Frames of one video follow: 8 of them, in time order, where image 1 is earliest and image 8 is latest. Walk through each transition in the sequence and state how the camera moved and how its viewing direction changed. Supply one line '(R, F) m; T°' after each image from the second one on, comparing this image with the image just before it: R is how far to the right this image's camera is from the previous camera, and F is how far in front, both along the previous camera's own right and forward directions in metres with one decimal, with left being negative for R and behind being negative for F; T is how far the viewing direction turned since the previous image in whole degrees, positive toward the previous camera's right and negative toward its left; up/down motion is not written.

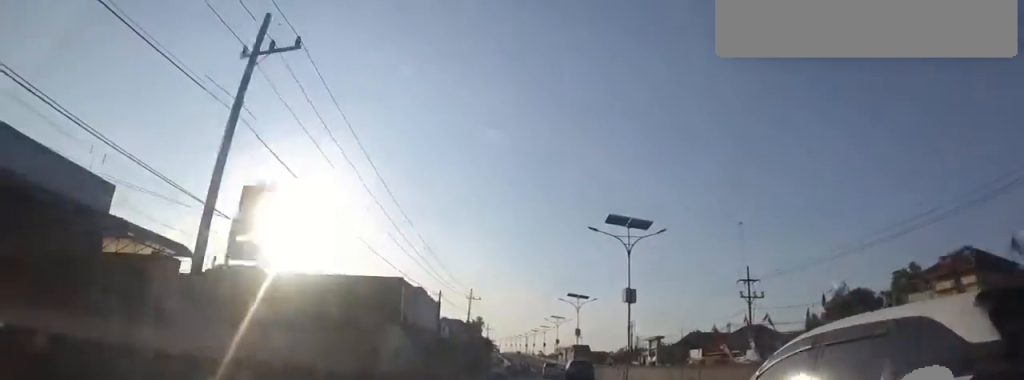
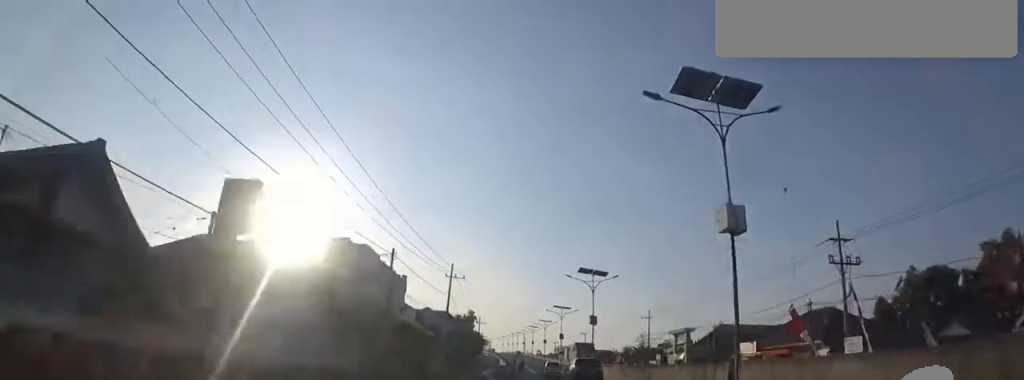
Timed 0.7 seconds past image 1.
(+0.7, +14.8) m; +2°
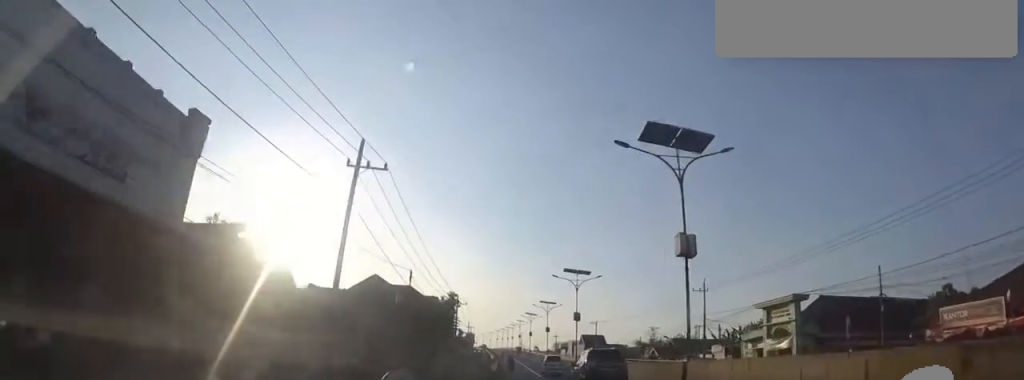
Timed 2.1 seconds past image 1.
(+0.4, +25.9) m; -2°
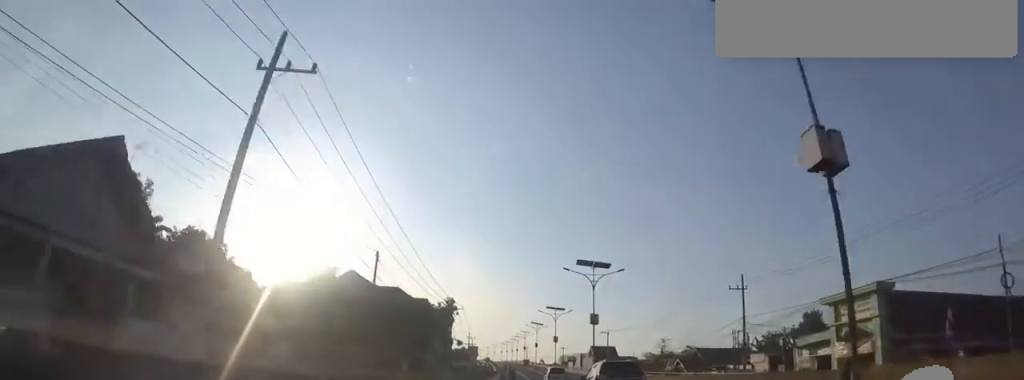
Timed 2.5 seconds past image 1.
(-0.5, +8.6) m; -2°
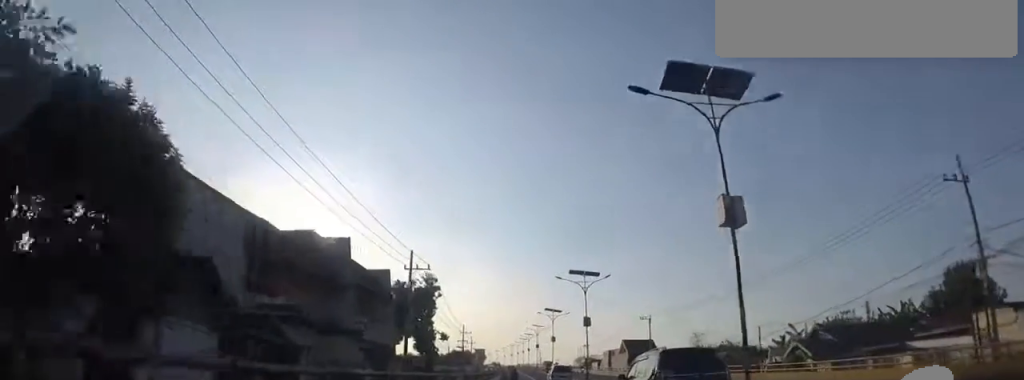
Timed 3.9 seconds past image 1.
(-1.0, +25.1) m; -2°
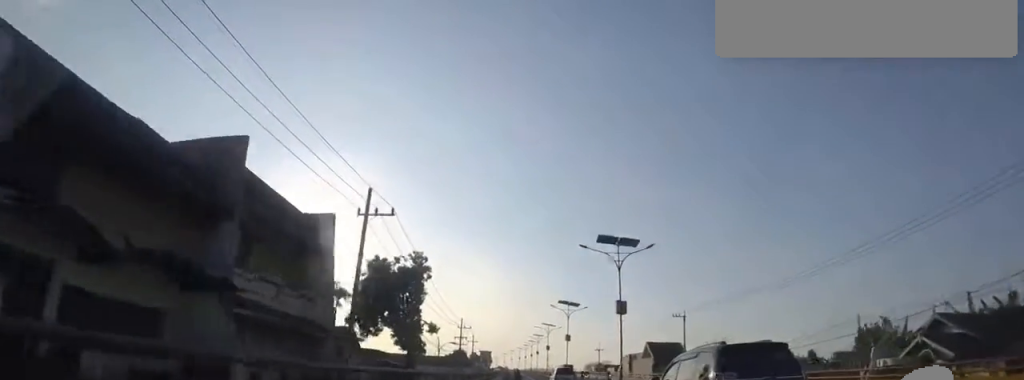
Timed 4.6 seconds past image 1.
(+0.1, +12.1) m; 0°
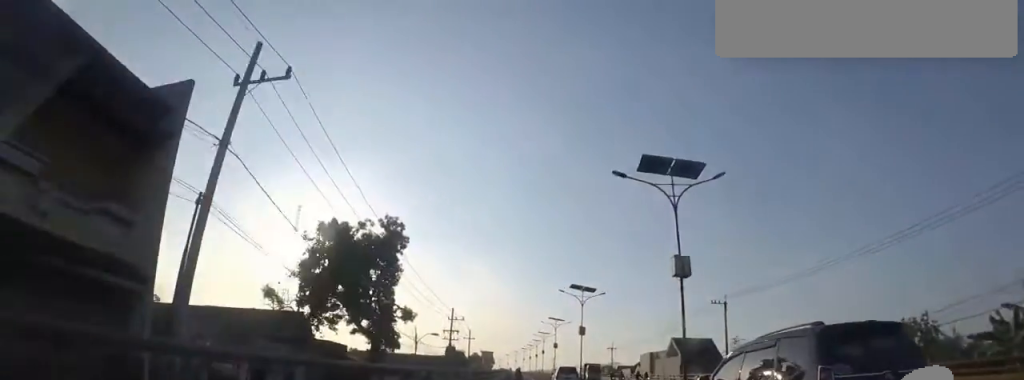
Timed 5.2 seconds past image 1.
(+0.1, +11.7) m; 0°
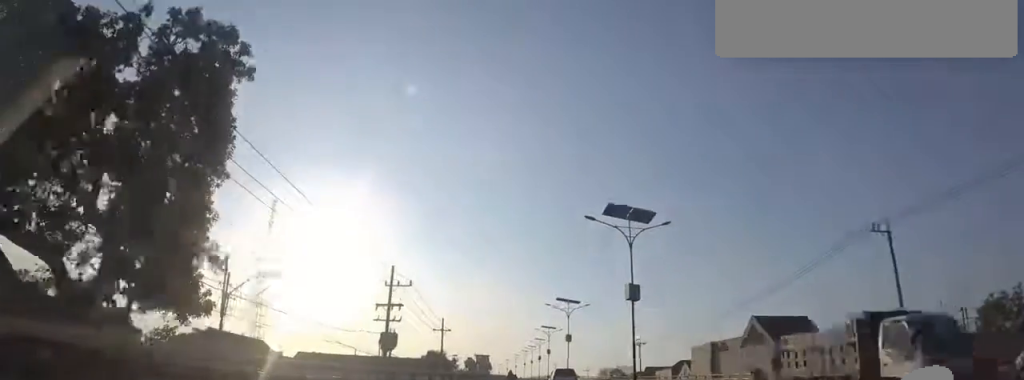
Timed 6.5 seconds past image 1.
(0.0, +24.8) m; 0°
